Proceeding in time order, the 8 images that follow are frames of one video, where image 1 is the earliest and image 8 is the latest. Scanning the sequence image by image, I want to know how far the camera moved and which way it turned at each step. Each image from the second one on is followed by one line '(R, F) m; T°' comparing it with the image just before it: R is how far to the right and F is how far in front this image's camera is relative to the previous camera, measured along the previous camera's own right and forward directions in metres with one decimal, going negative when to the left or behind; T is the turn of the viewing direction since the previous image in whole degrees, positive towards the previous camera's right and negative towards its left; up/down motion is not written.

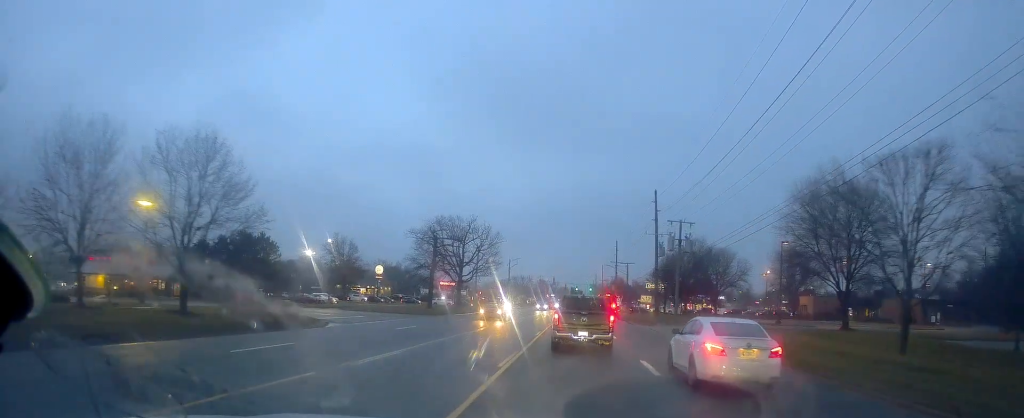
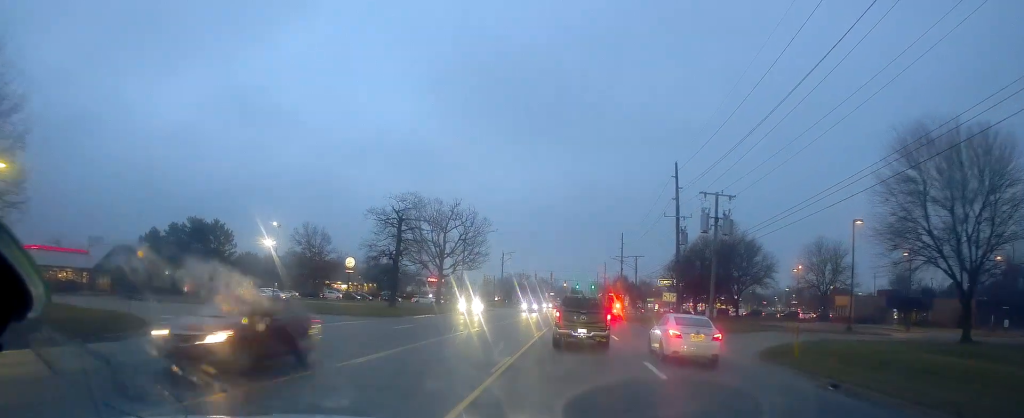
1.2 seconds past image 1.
(-0.3, +15.3) m; -1°
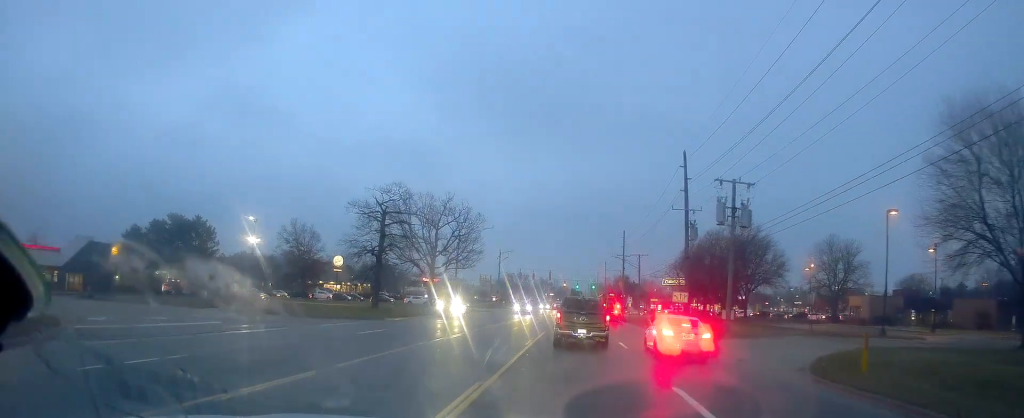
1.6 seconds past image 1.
(-0.3, +5.1) m; 0°
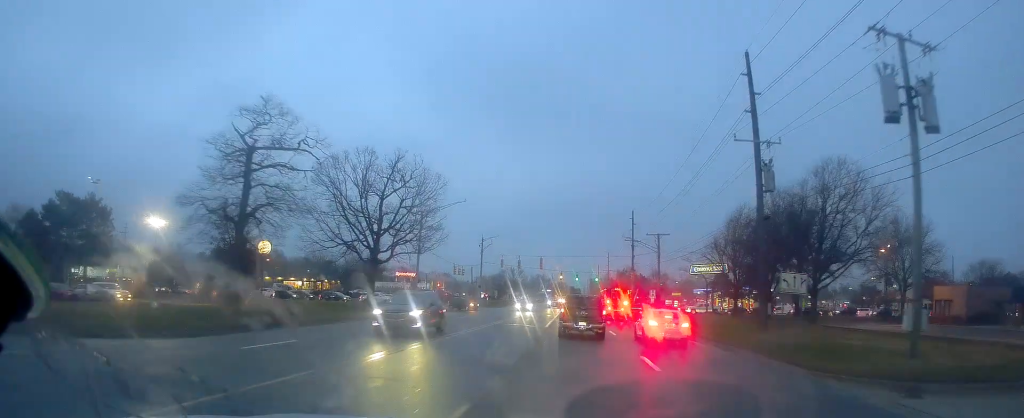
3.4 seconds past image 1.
(+0.1, +23.6) m; 0°
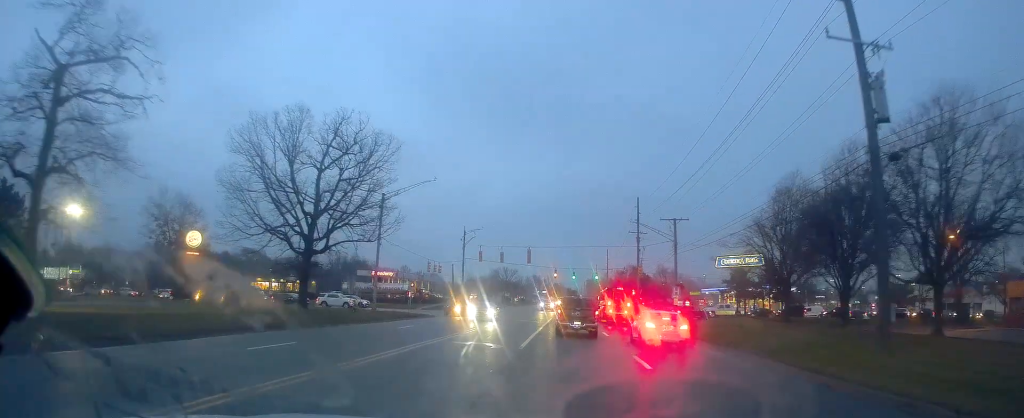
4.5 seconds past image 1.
(+0.5, +14.6) m; +2°
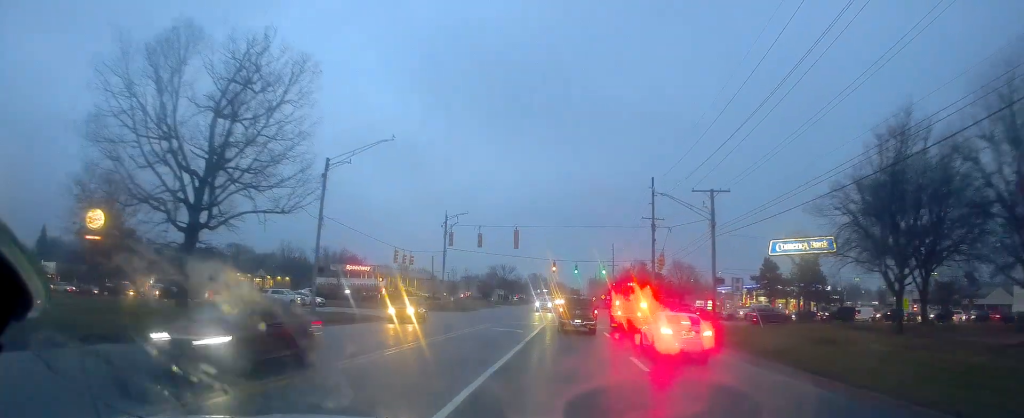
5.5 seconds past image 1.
(-0.2, +15.0) m; 0°
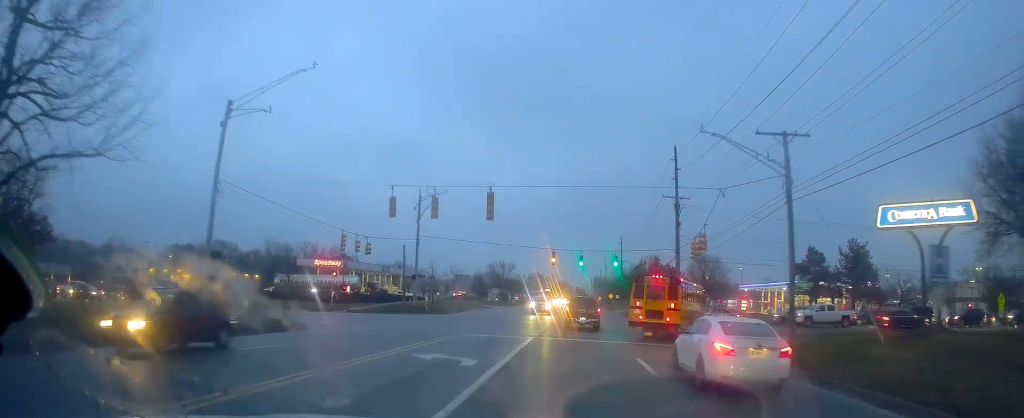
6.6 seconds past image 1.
(+0.4, +15.7) m; -1°
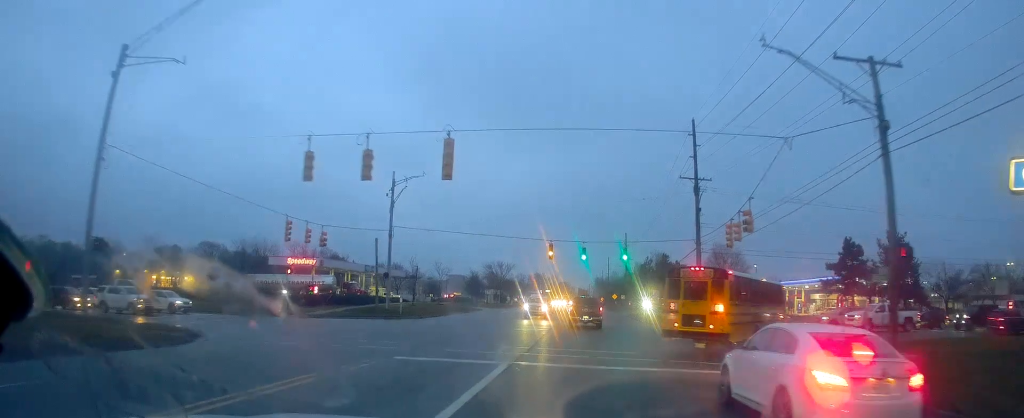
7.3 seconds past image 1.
(-0.5, +10.1) m; 0°
